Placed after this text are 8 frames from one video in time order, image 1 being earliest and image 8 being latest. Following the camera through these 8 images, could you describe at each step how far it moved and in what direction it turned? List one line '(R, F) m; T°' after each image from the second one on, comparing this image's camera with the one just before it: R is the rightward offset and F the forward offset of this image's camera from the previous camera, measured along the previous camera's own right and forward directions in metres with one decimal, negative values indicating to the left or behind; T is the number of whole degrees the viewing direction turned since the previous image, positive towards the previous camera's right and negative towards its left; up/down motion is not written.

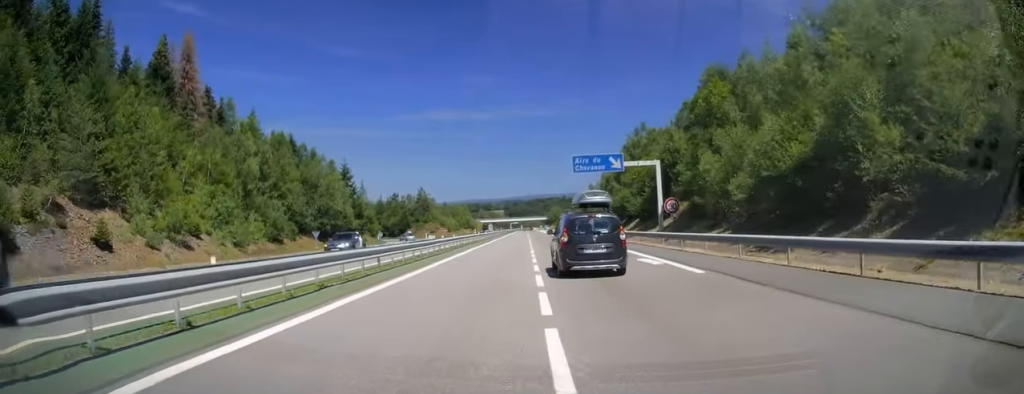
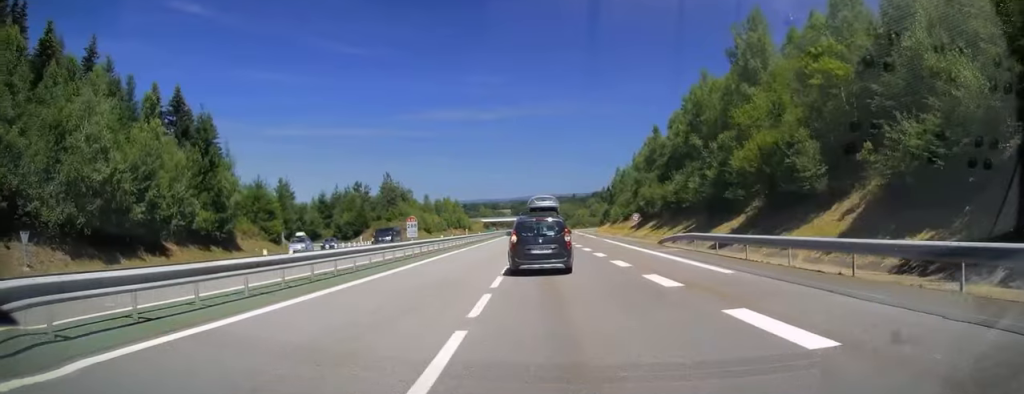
(-0.3, +51.5) m; -1°
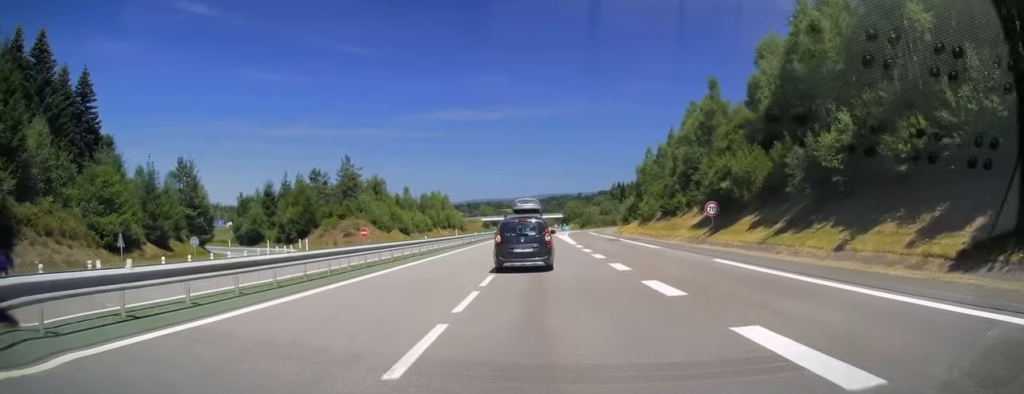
(-0.1, +33.8) m; 0°
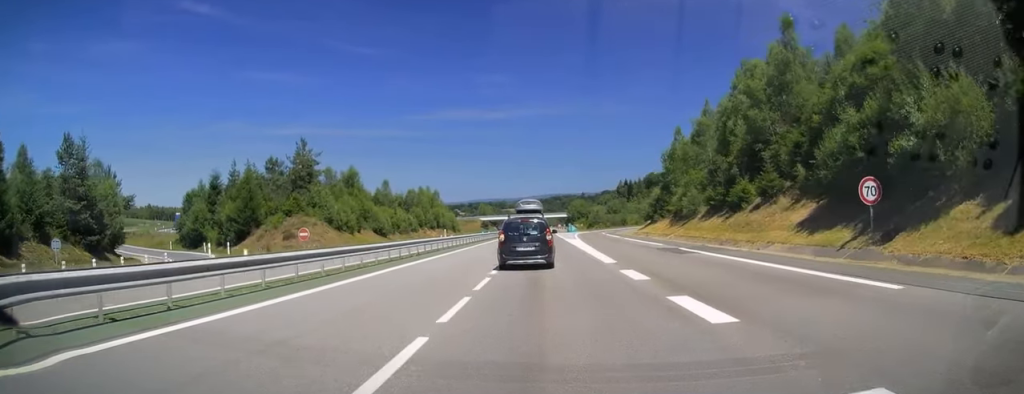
(0.0, +22.5) m; -1°
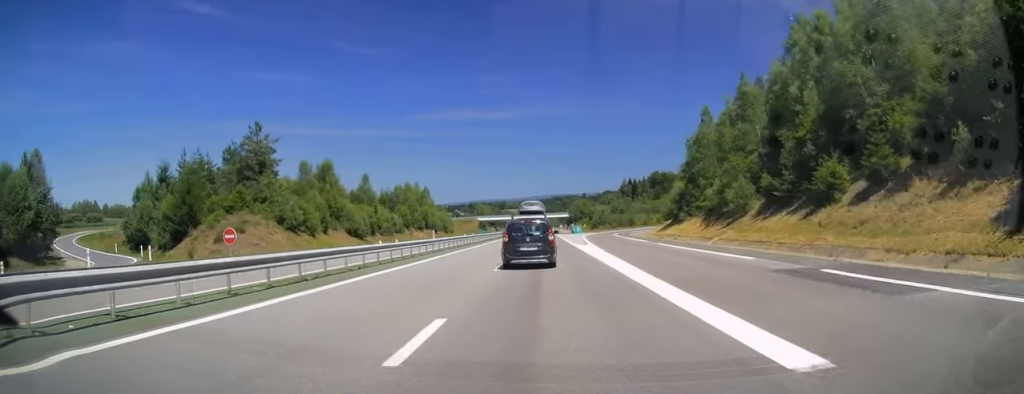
(-0.2, +15.6) m; 0°
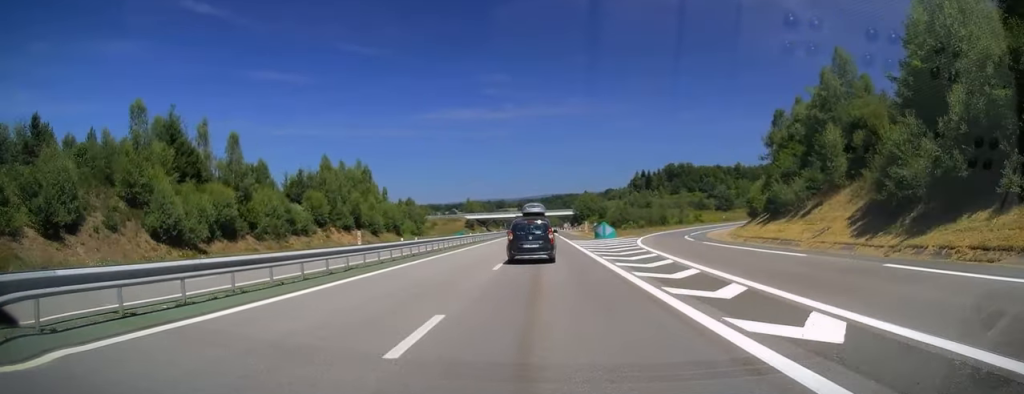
(+0.2, +51.5) m; +1°
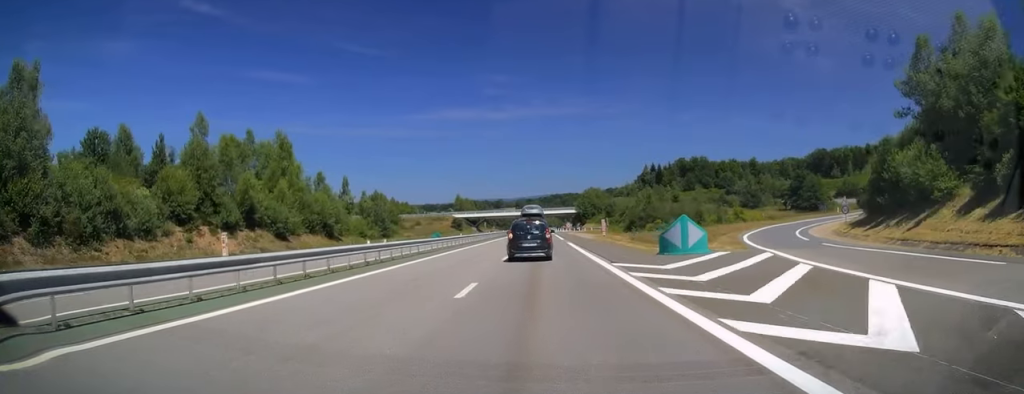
(0.0, +33.4) m; 0°
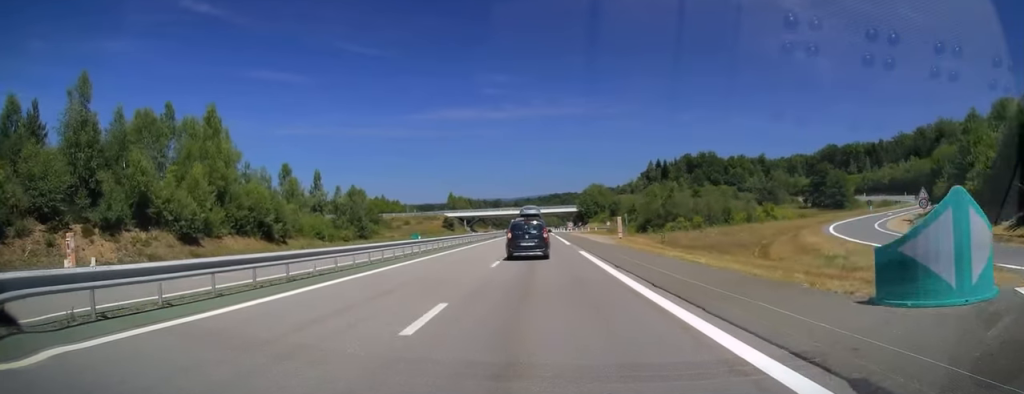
(0.0, +16.9) m; 0°
